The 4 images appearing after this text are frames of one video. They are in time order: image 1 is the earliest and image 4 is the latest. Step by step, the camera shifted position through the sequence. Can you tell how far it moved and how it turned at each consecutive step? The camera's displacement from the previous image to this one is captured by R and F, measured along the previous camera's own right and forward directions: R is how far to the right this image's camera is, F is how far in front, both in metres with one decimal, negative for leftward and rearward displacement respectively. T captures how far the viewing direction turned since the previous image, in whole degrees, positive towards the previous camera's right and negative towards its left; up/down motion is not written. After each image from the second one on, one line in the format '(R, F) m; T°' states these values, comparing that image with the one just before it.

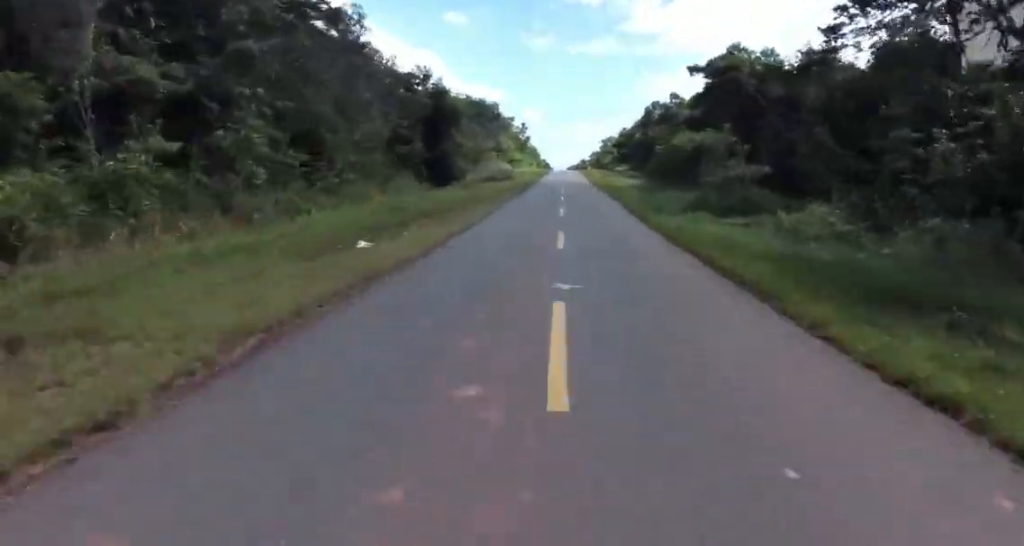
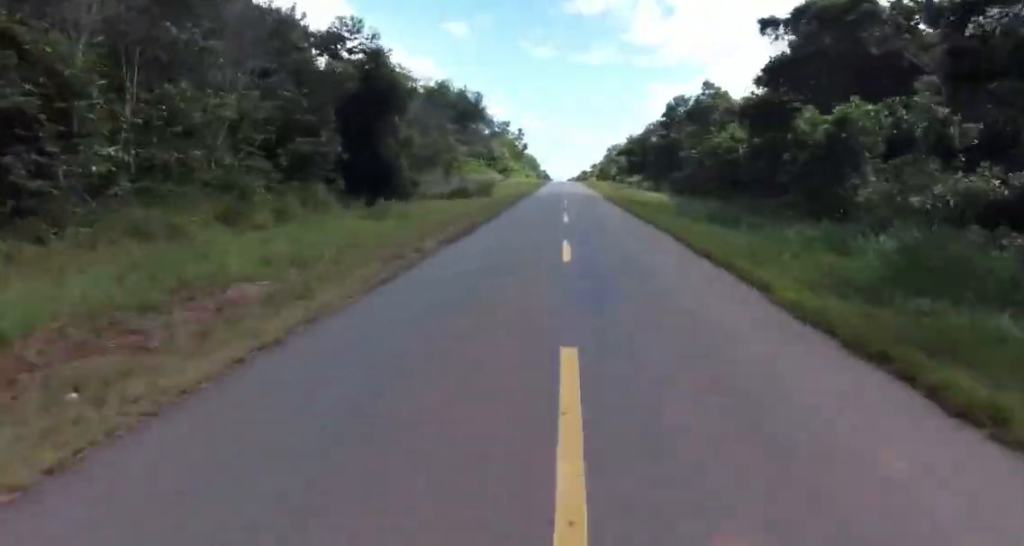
(-1.4, +19.1) m; -1°
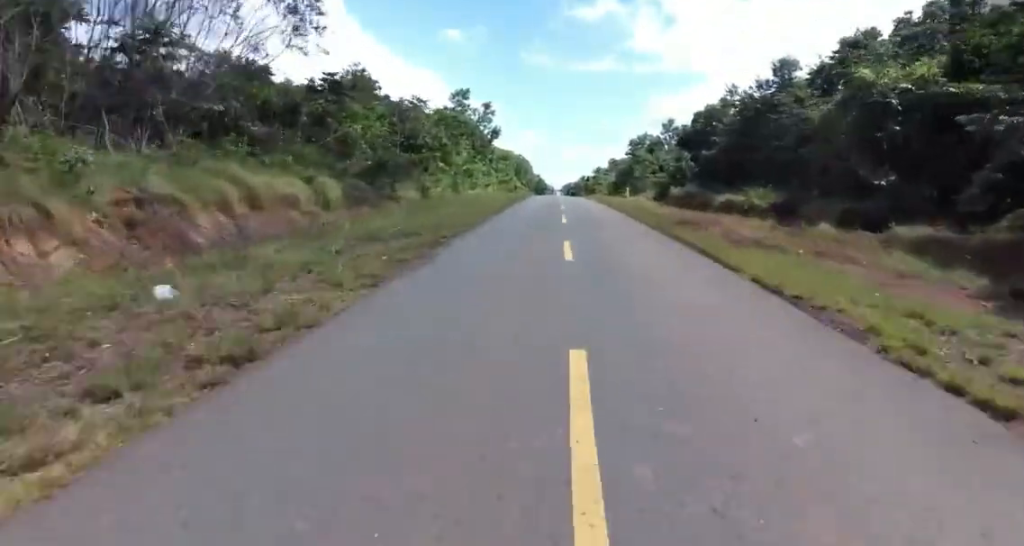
(+1.2, +66.3) m; +1°
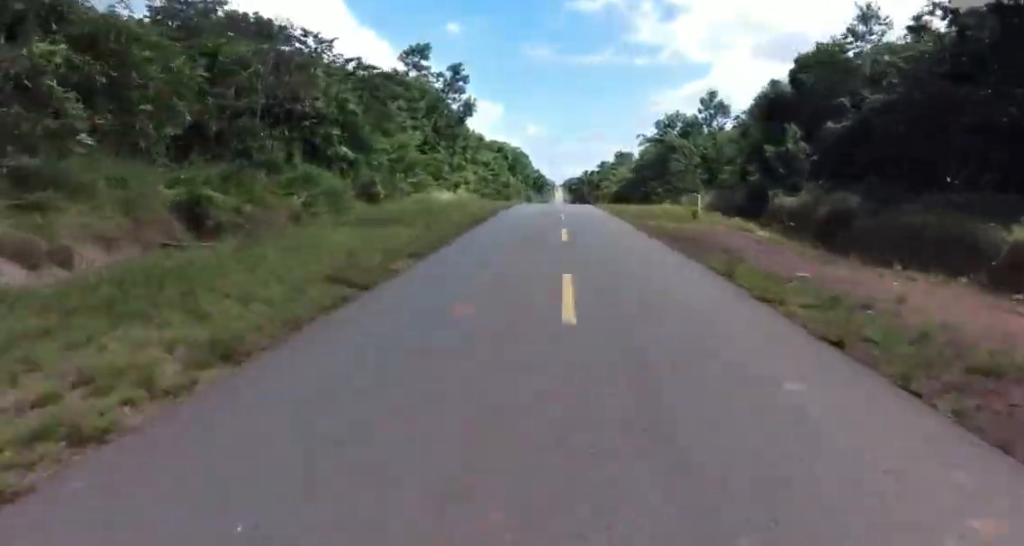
(+0.2, +28.8) m; -1°
